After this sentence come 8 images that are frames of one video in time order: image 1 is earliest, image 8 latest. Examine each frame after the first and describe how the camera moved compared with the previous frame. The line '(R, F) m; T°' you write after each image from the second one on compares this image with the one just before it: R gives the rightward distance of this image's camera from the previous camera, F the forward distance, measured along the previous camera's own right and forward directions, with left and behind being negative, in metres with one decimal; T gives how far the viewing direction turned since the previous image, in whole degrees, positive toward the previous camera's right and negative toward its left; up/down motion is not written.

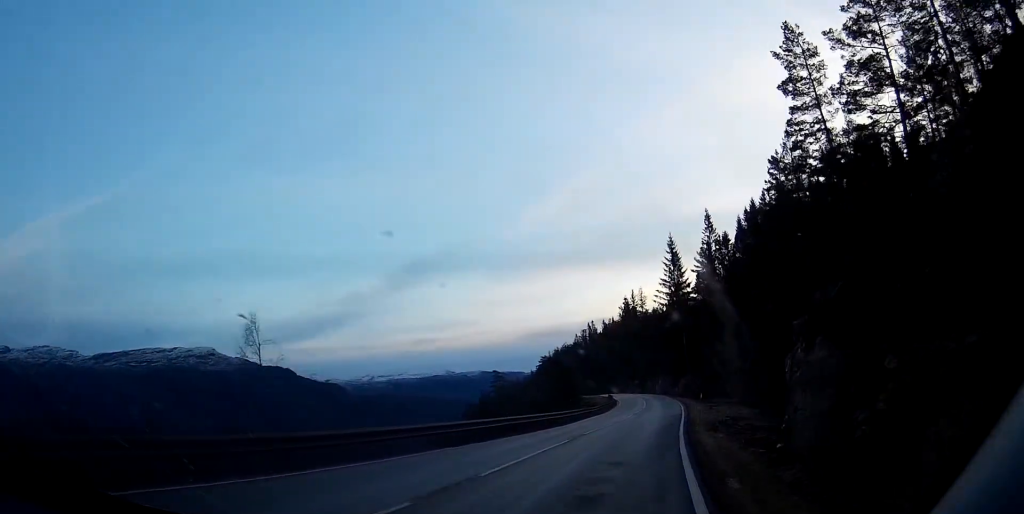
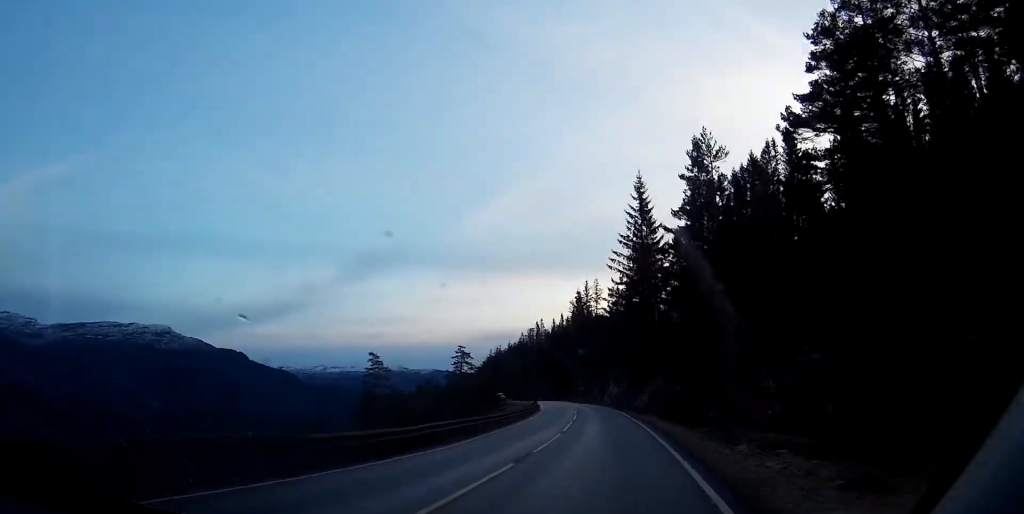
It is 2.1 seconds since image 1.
(+1.9, +42.4) m; +3°
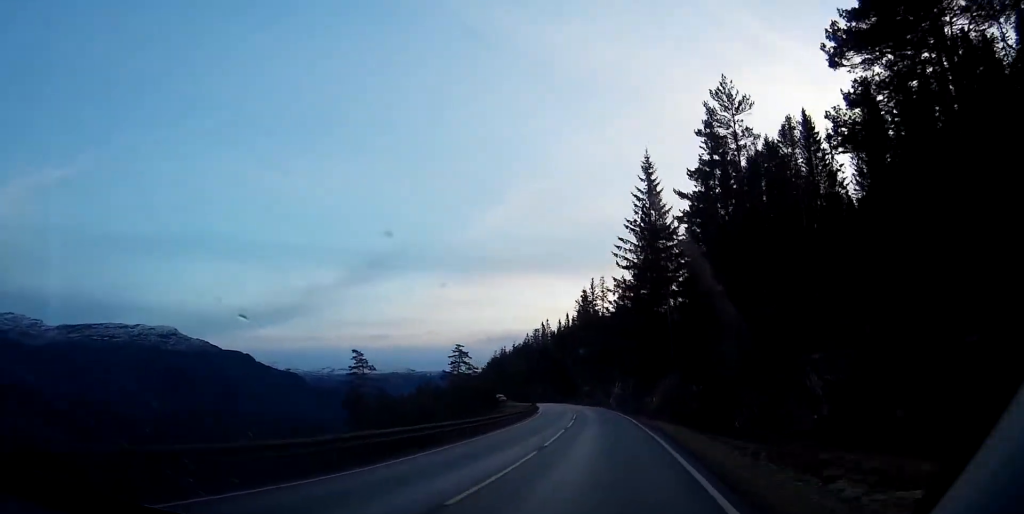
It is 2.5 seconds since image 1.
(0.0, +8.1) m; 0°
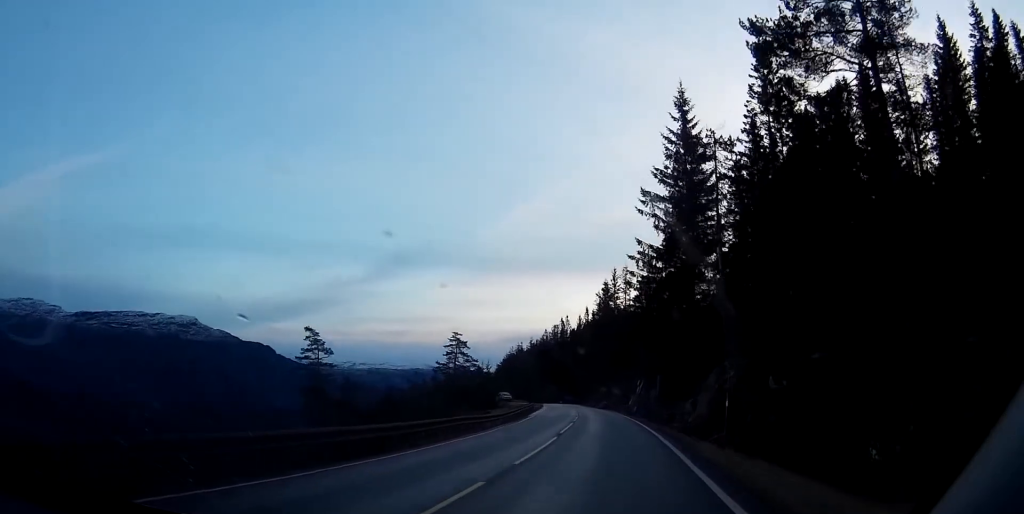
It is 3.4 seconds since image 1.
(-0.1, +18.4) m; -1°
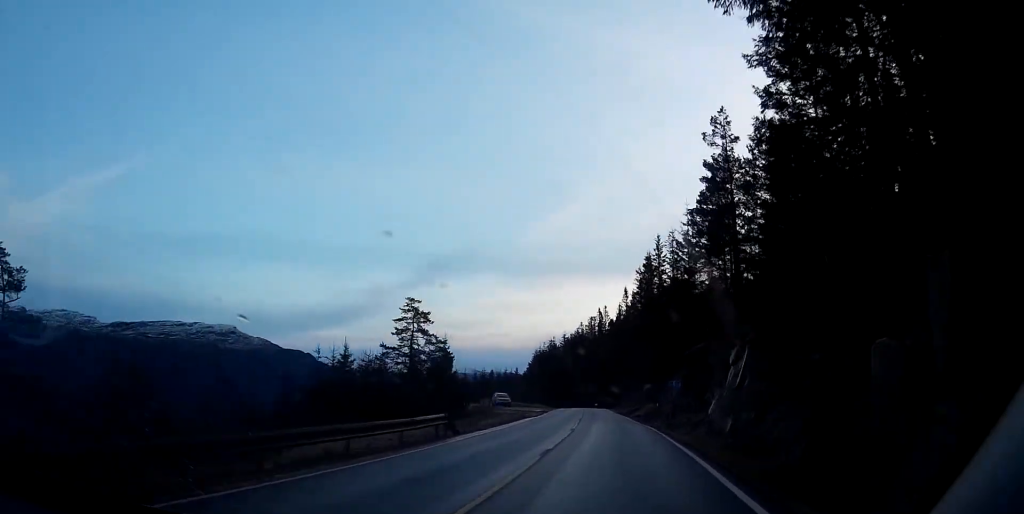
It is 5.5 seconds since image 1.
(-1.9, +42.9) m; -4°
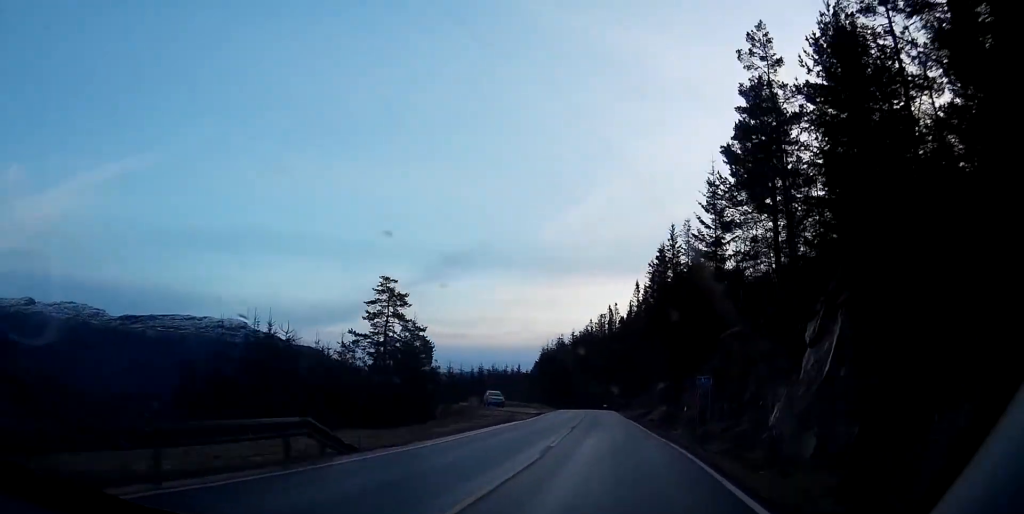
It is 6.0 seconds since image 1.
(0.0, +11.0) m; -1°
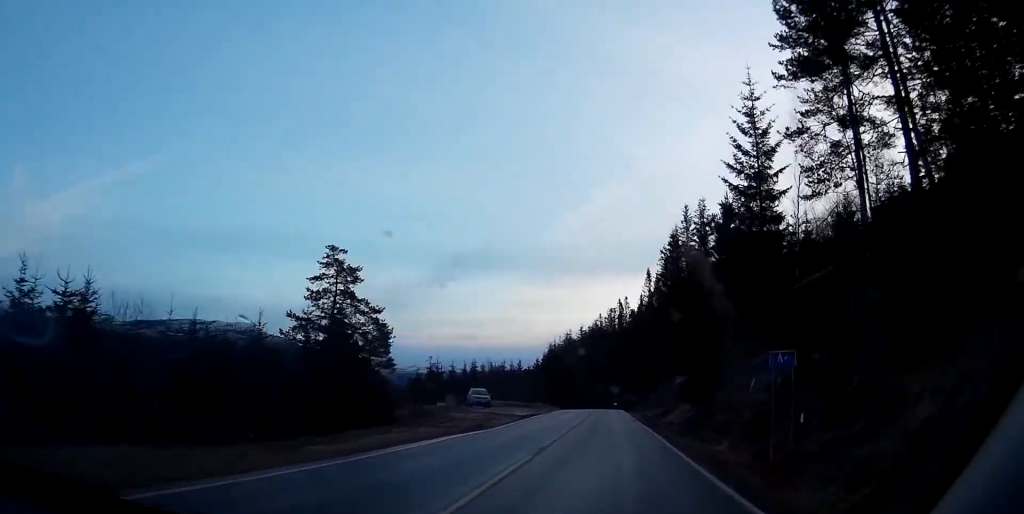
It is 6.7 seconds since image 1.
(-0.1, +13.6) m; -1°
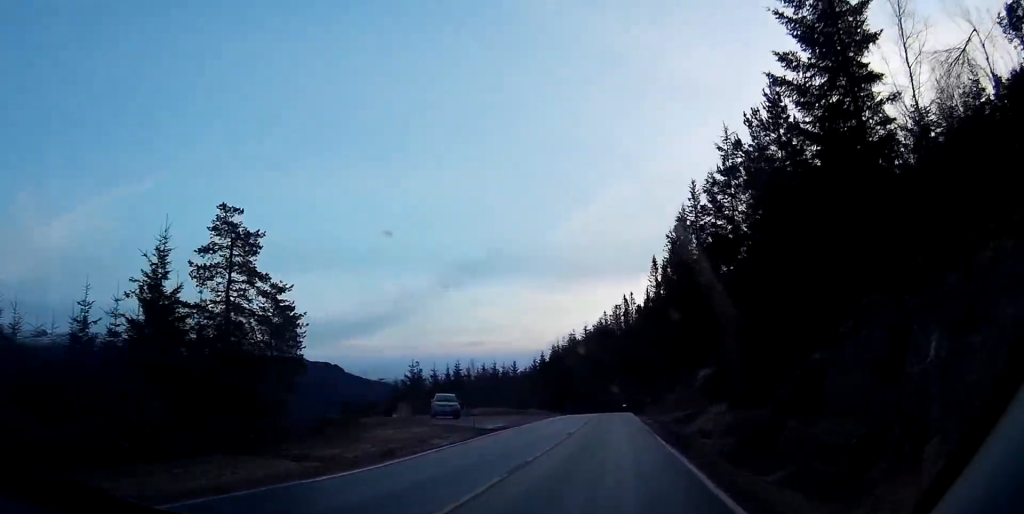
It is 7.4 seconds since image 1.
(-0.2, +14.8) m; -1°
